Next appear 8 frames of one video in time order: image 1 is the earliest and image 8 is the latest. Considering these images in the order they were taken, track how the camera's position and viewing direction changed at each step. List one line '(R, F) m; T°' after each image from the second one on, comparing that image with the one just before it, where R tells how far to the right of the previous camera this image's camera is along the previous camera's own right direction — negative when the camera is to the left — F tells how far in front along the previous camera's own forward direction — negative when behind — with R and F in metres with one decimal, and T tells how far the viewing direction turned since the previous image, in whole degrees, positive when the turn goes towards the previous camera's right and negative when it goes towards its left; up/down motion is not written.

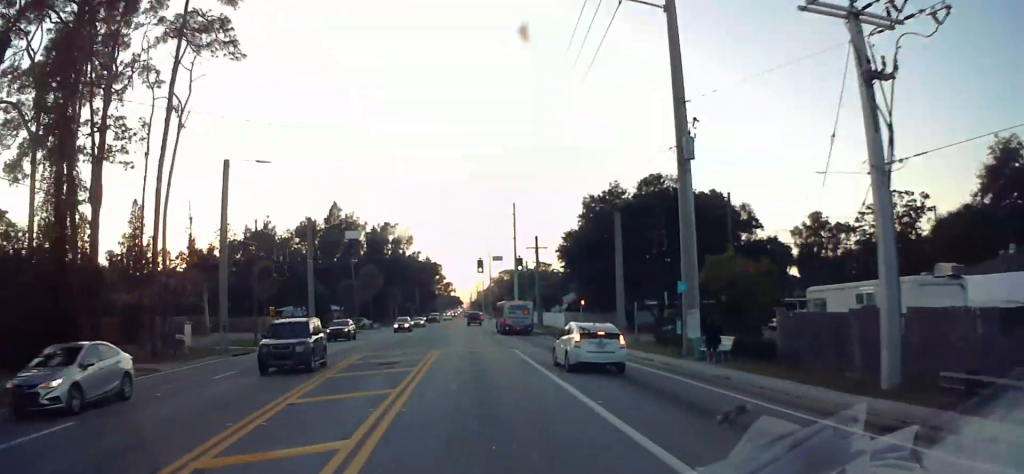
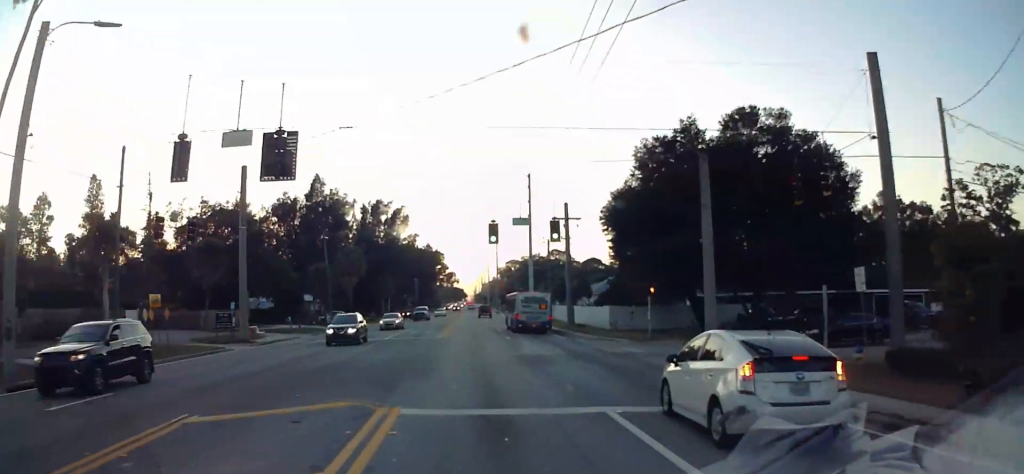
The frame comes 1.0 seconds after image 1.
(0.0, +21.1) m; 0°
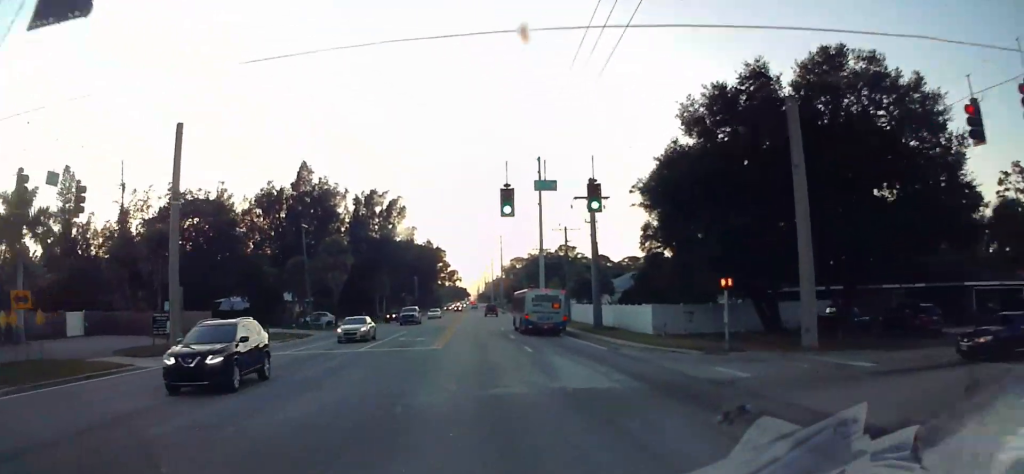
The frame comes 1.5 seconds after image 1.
(0.0, +11.3) m; 0°
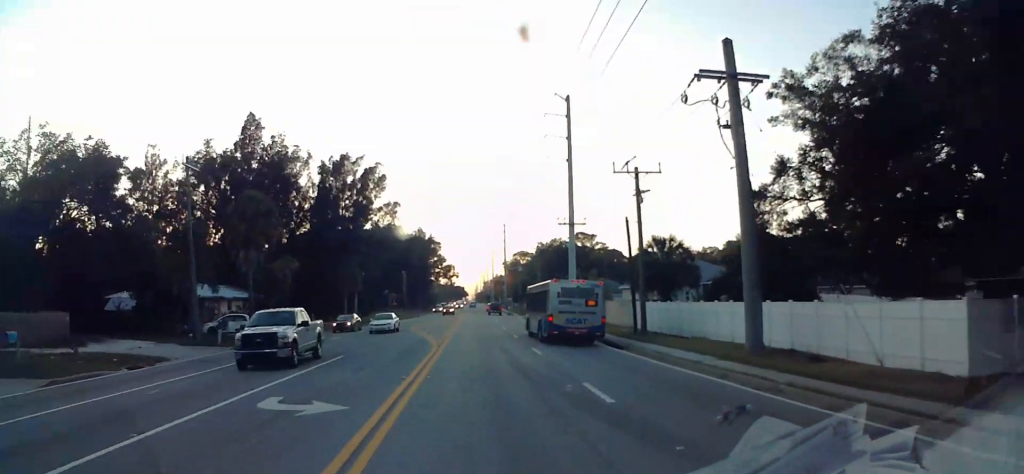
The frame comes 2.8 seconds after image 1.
(0.0, +27.7) m; 0°
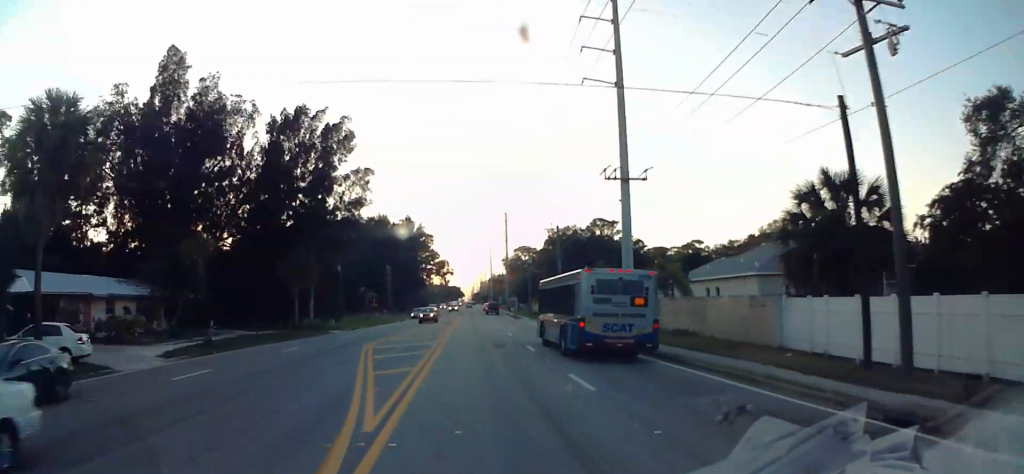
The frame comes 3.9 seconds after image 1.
(+0.2, +23.4) m; +1°
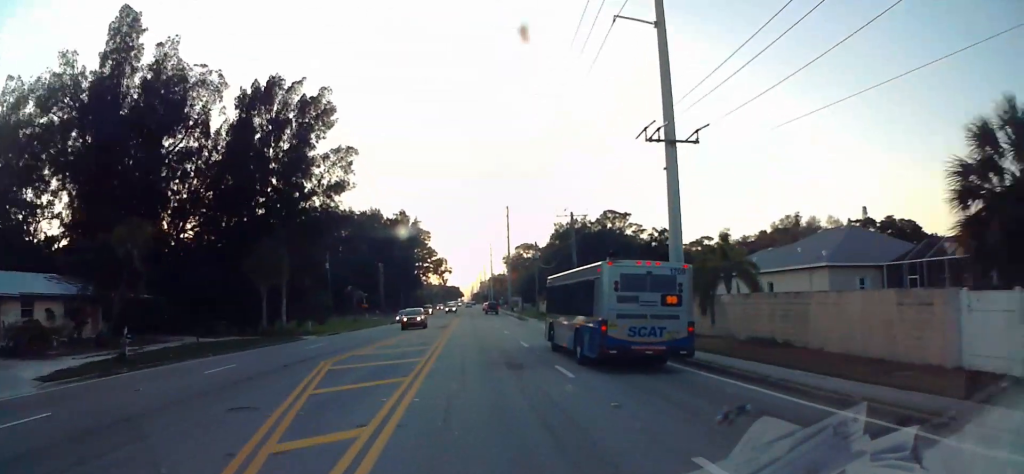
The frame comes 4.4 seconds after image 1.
(+0.3, +10.0) m; 0°
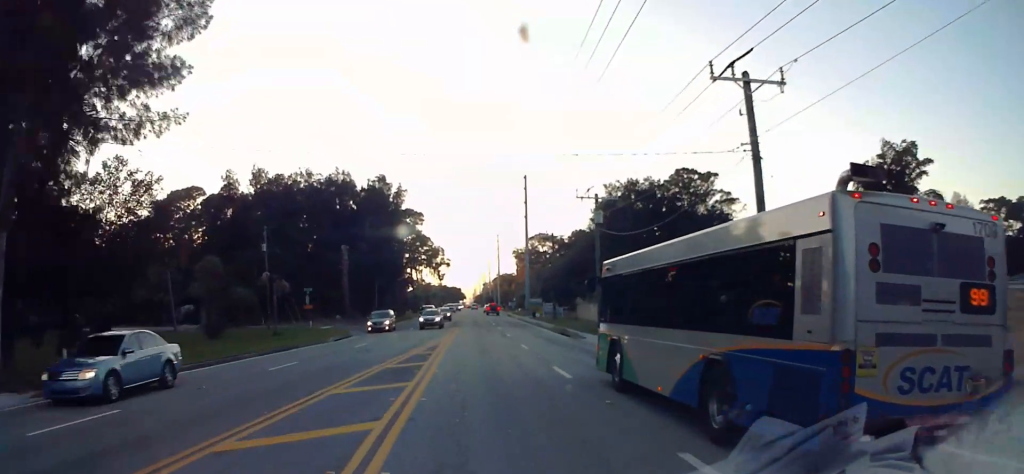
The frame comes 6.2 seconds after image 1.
(-0.4, +37.3) m; 0°
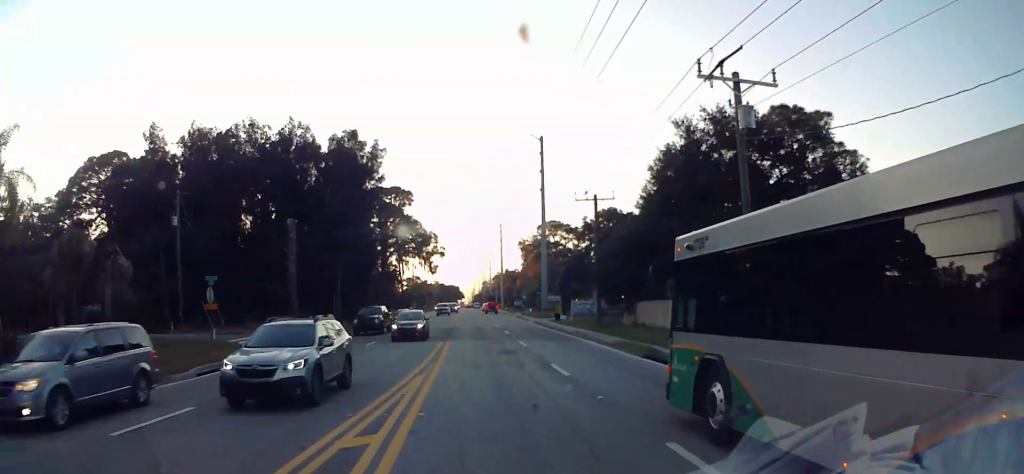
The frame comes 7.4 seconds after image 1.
(+0.2, +24.7) m; 0°
